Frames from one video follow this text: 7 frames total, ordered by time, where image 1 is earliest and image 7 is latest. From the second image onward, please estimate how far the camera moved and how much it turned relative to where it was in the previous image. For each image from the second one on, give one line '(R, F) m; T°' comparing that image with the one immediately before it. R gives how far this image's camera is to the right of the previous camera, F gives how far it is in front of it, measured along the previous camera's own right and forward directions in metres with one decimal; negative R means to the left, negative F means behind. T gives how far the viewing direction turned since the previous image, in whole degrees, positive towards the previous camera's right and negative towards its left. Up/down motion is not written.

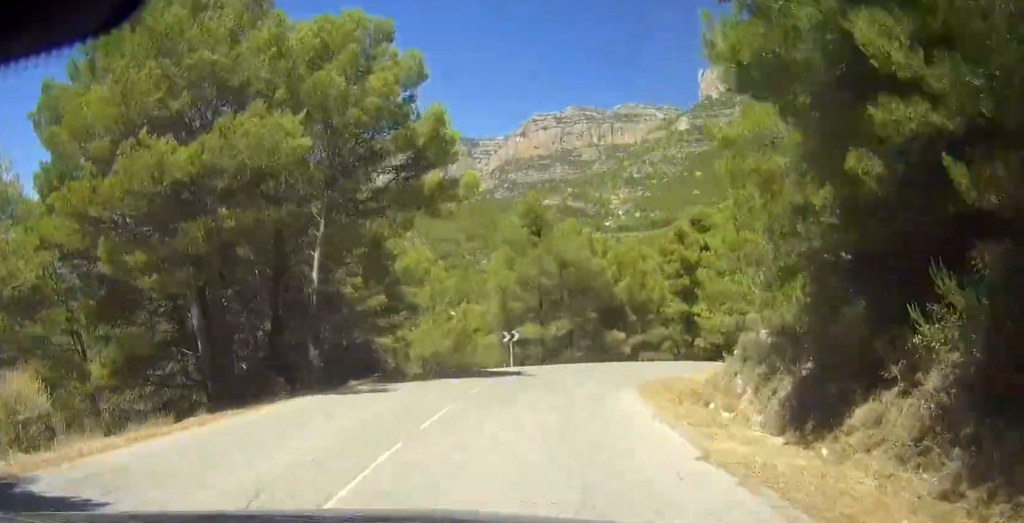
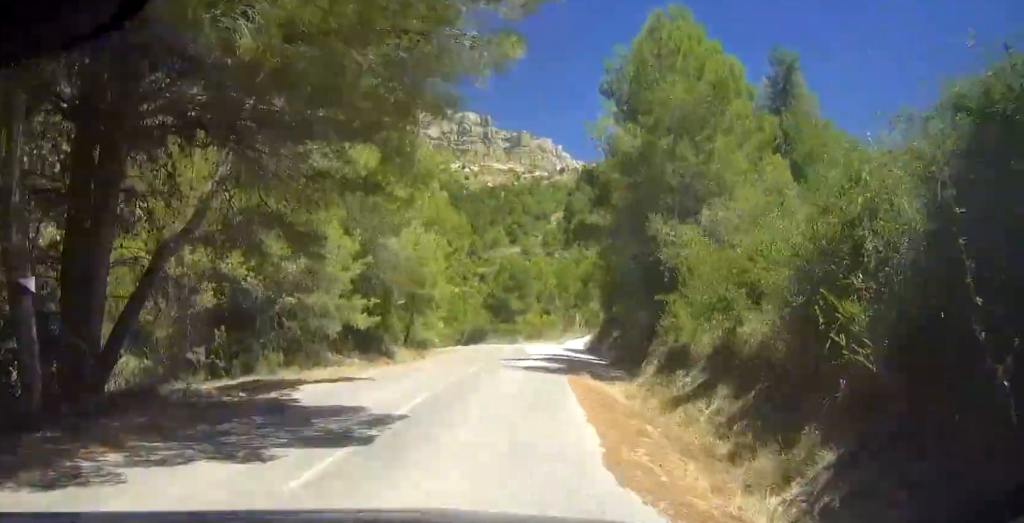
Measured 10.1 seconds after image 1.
(+62.6, +71.7) m; +68°
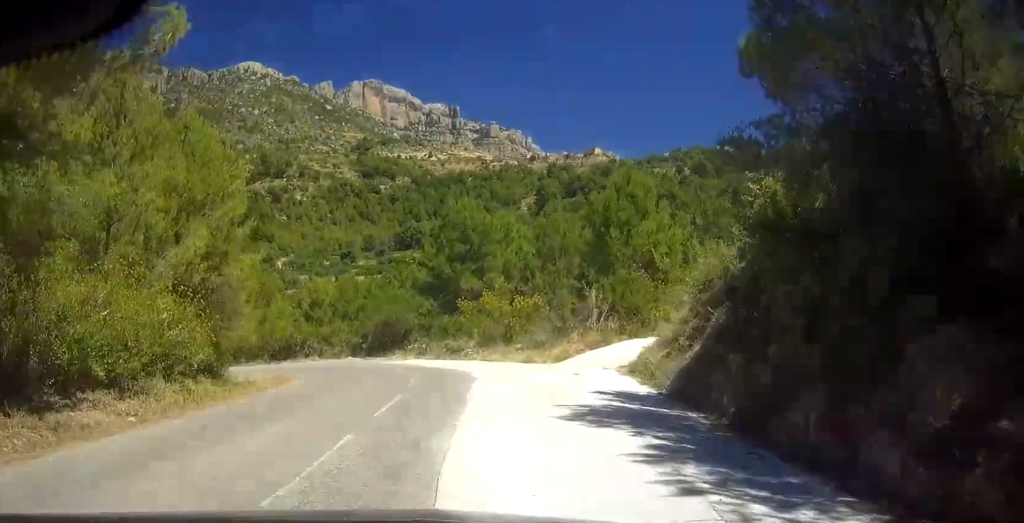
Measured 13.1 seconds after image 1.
(+6.5, +29.5) m; +4°
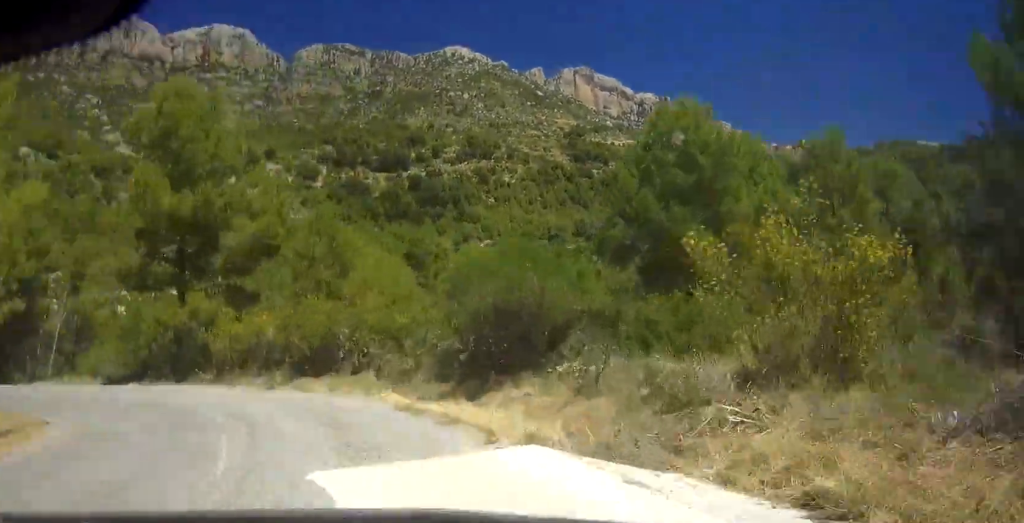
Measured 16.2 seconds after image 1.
(+0.7, +28.8) m; -29°
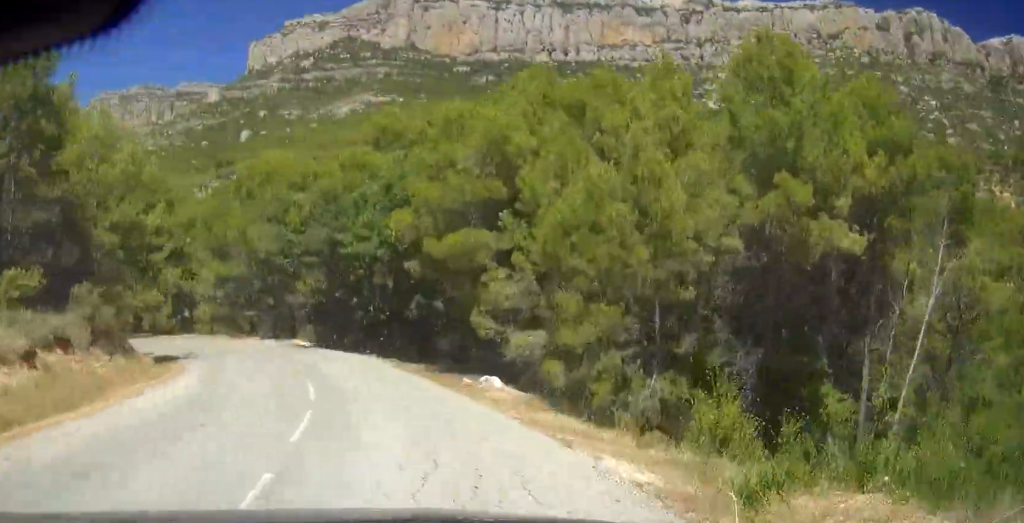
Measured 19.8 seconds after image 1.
(-17.3, +26.8) m; -50°
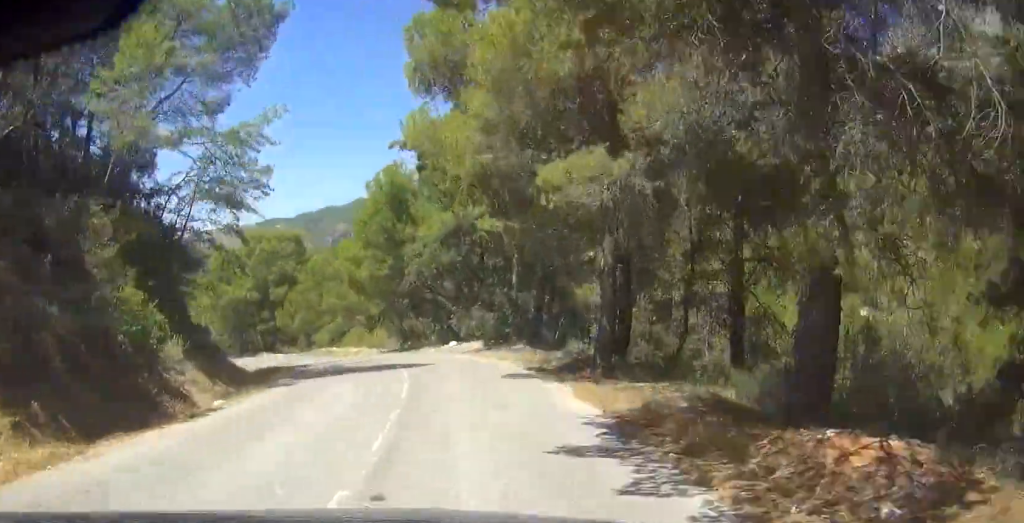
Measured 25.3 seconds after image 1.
(-23.4, +42.8) m; -49°
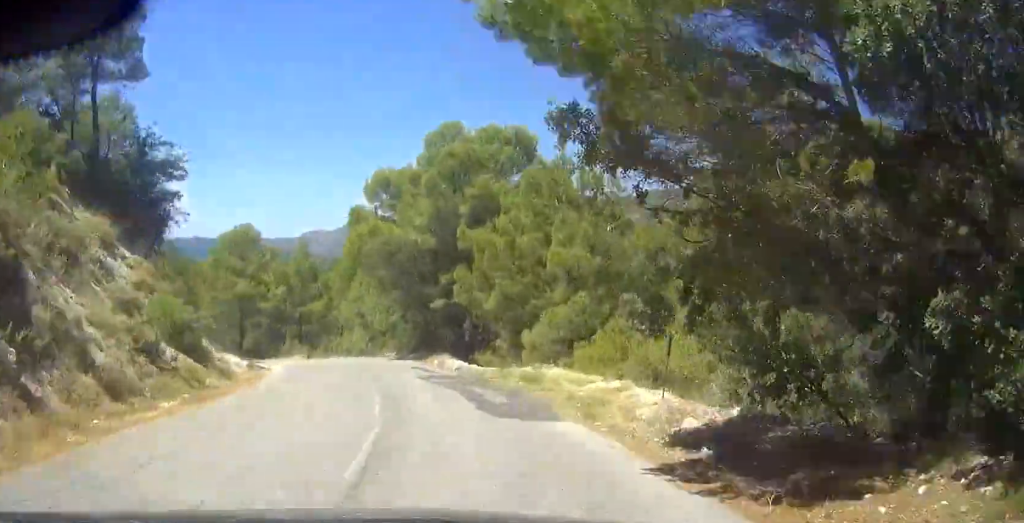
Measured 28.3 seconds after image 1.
(-3.8, +28.6) m; -23°
